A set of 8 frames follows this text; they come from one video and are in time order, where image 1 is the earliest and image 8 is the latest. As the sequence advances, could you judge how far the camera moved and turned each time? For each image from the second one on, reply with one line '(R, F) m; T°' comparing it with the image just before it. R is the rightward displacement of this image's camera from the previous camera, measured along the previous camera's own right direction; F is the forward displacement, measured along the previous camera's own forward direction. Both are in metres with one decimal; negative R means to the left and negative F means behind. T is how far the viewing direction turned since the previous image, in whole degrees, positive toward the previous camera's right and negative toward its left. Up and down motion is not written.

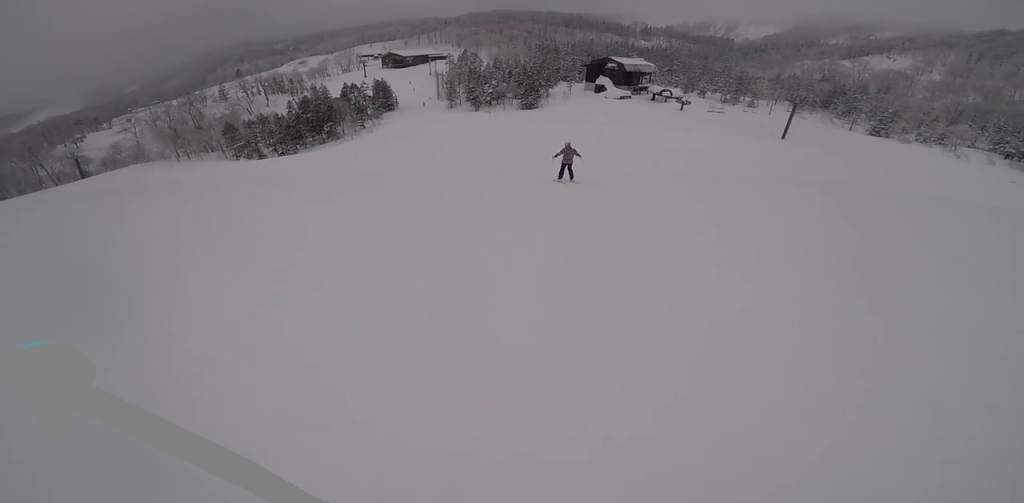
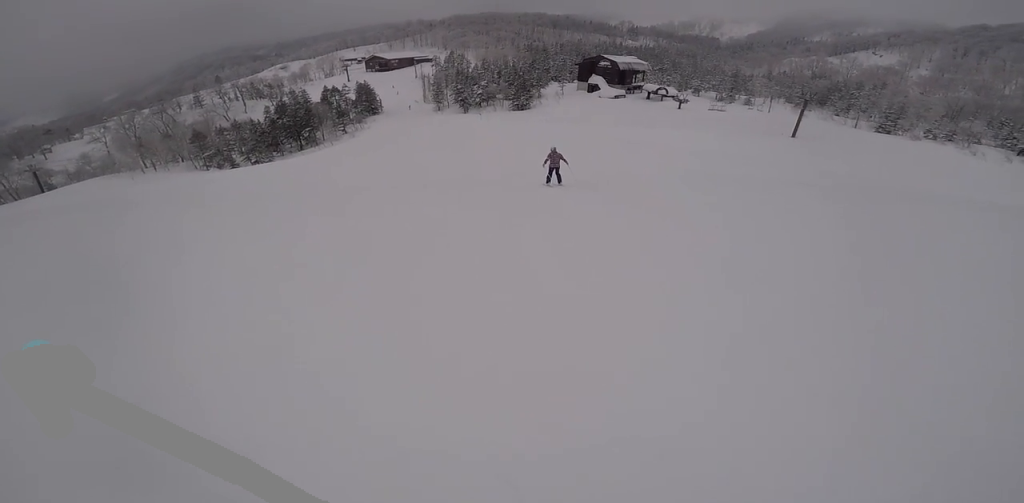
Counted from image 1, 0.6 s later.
(-0.7, +6.5) m; -3°
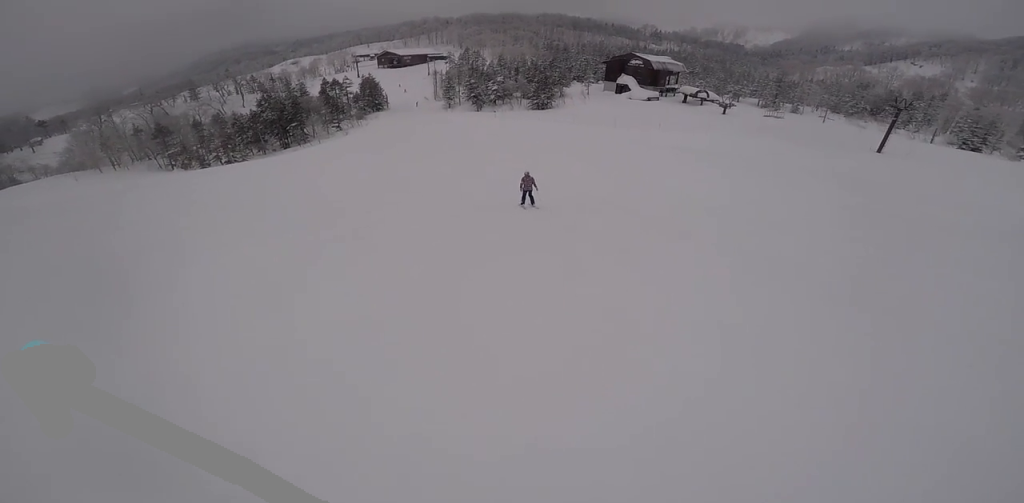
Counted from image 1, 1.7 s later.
(-0.6, +13.6) m; -3°
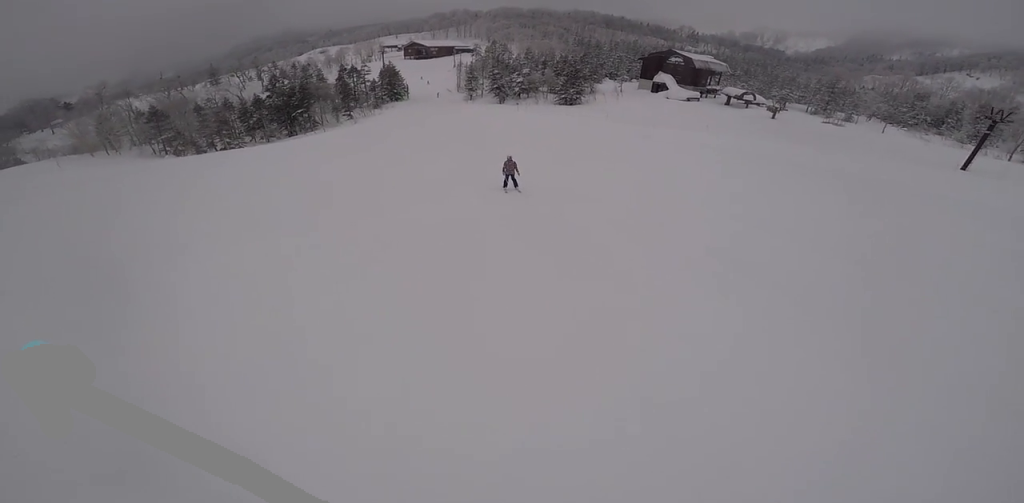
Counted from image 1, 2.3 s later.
(0.0, +7.3) m; -2°
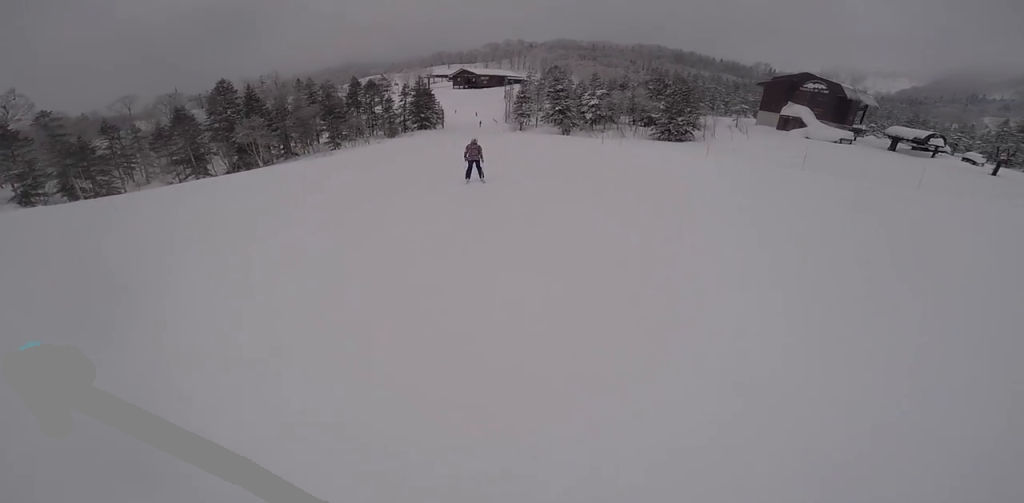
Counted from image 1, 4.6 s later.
(-2.4, +28.6) m; -6°
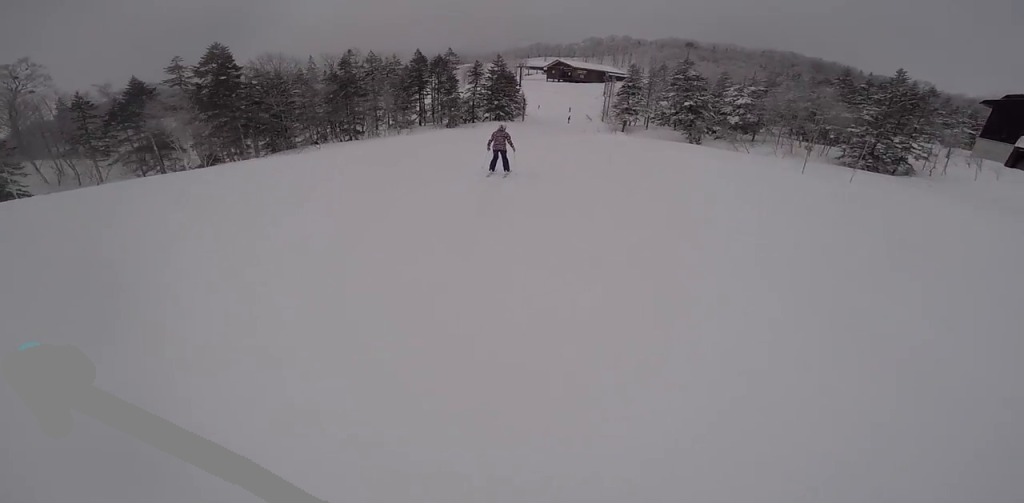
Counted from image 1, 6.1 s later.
(-1.3, +16.9) m; -9°
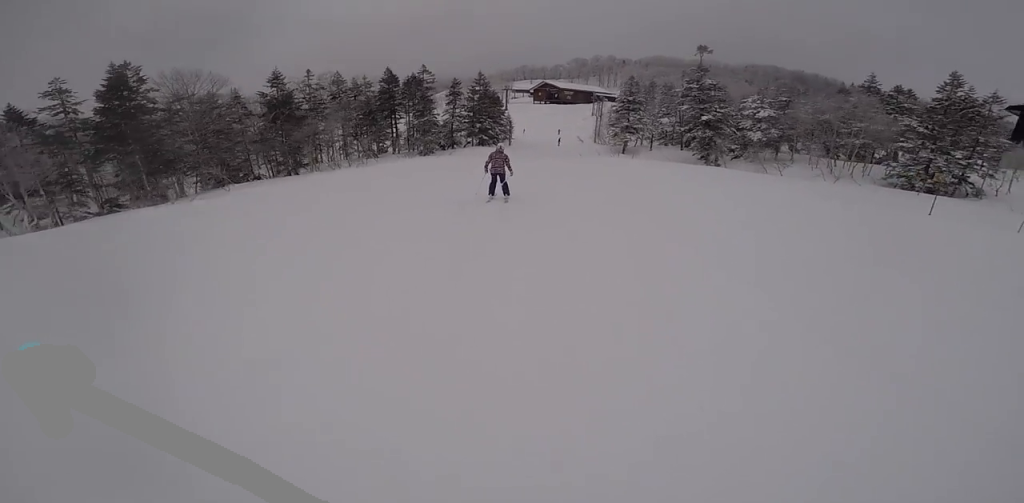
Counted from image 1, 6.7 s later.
(-0.1, +7.2) m; +4°
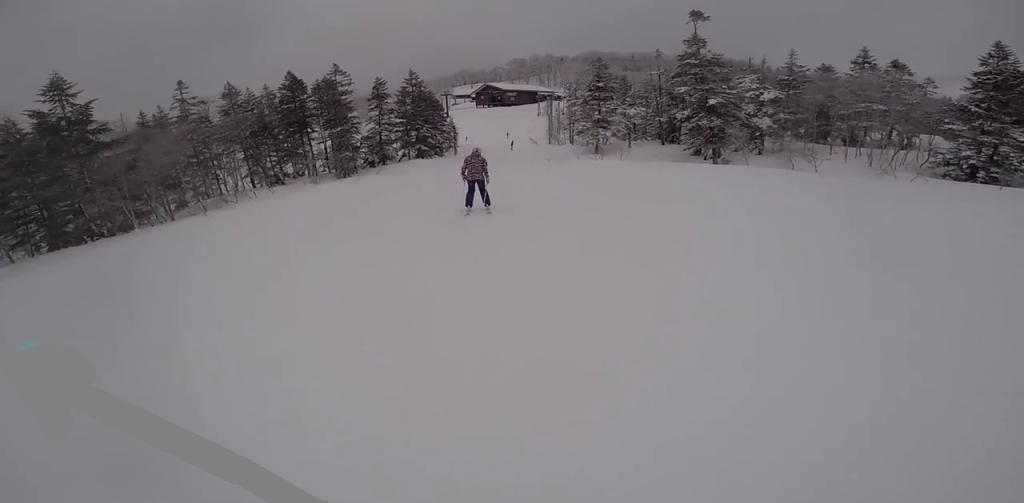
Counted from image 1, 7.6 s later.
(+0.7, +8.9) m; +5°
